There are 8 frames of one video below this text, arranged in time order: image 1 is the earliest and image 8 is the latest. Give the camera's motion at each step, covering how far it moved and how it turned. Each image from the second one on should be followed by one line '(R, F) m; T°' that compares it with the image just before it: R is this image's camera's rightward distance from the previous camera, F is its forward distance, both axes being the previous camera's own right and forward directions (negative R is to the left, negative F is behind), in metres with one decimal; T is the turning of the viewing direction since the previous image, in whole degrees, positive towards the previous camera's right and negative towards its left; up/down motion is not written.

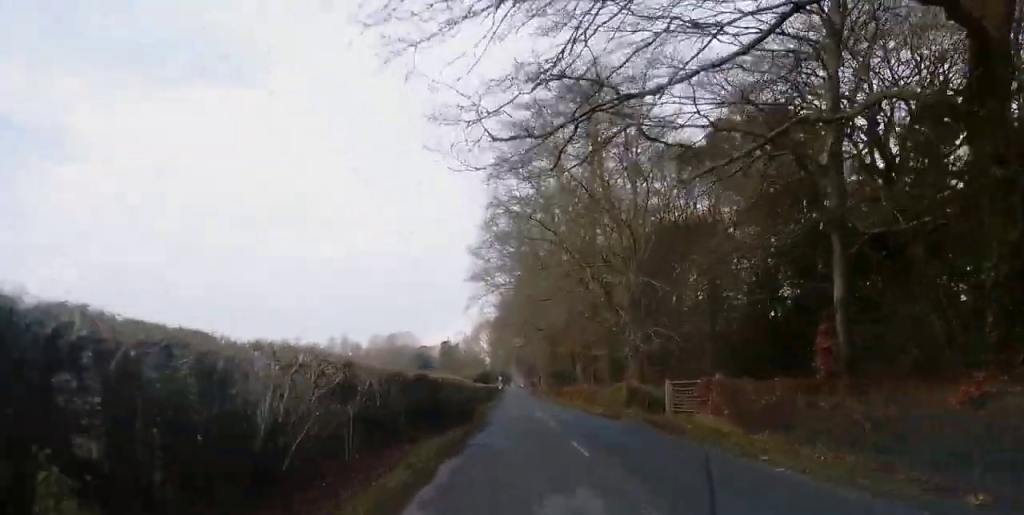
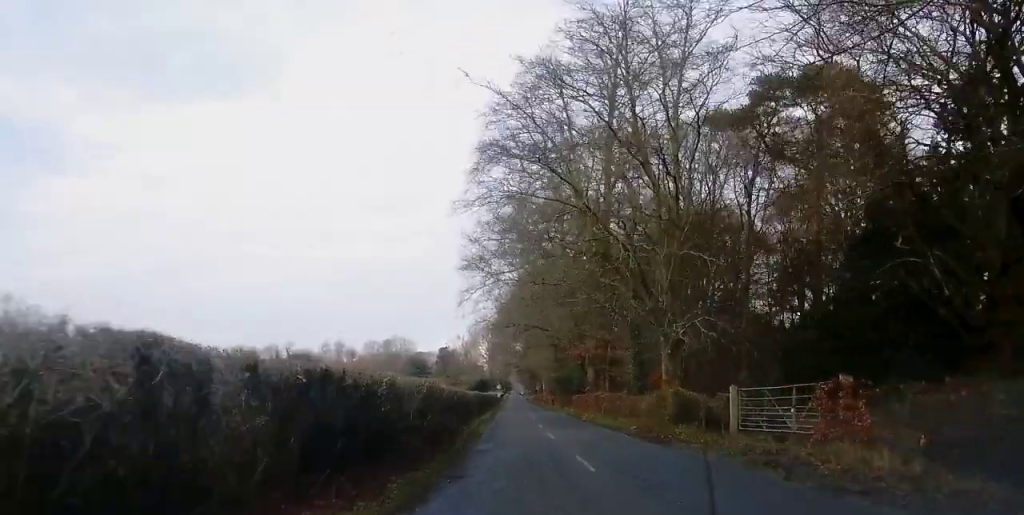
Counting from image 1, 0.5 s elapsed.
(0.0, +9.9) m; 0°
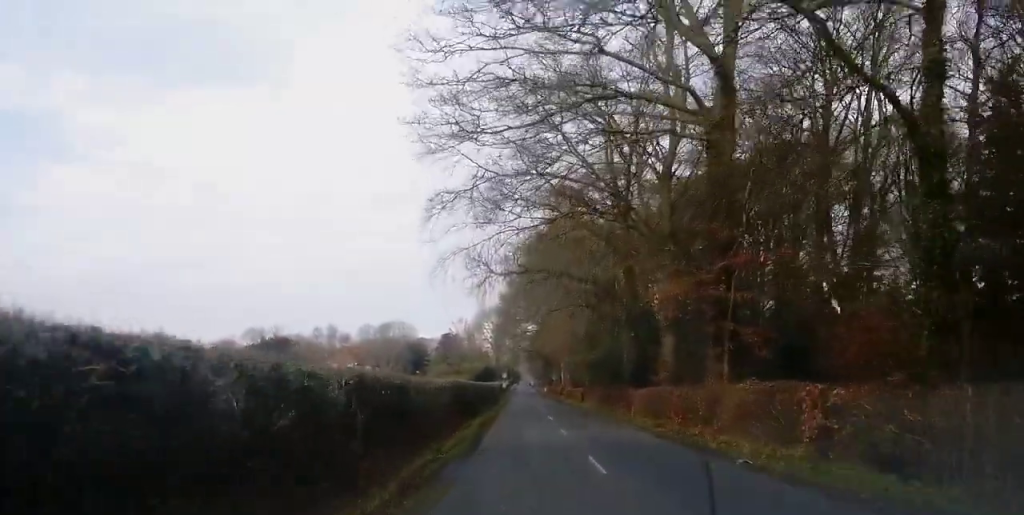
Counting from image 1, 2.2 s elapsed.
(+0.2, +27.8) m; -1°
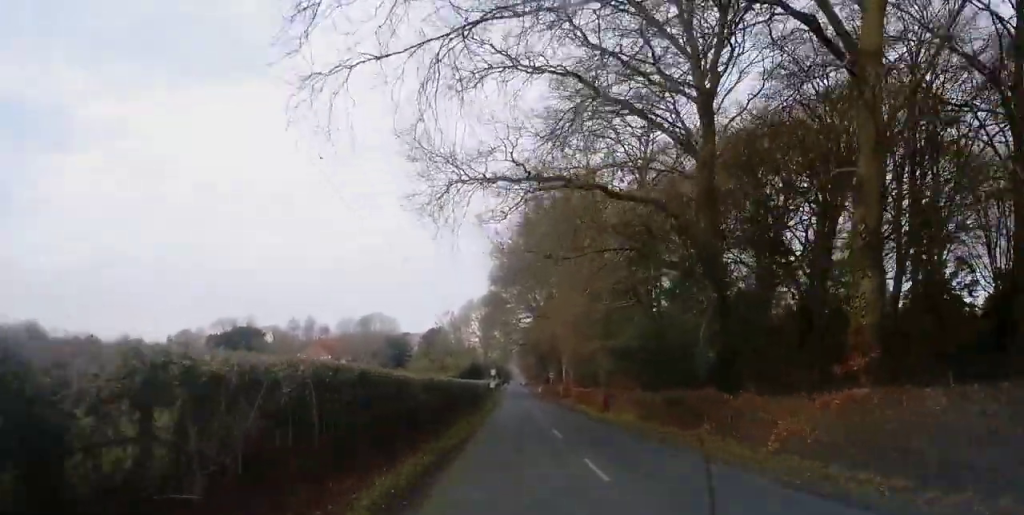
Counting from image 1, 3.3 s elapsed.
(-0.5, +19.2) m; -2°
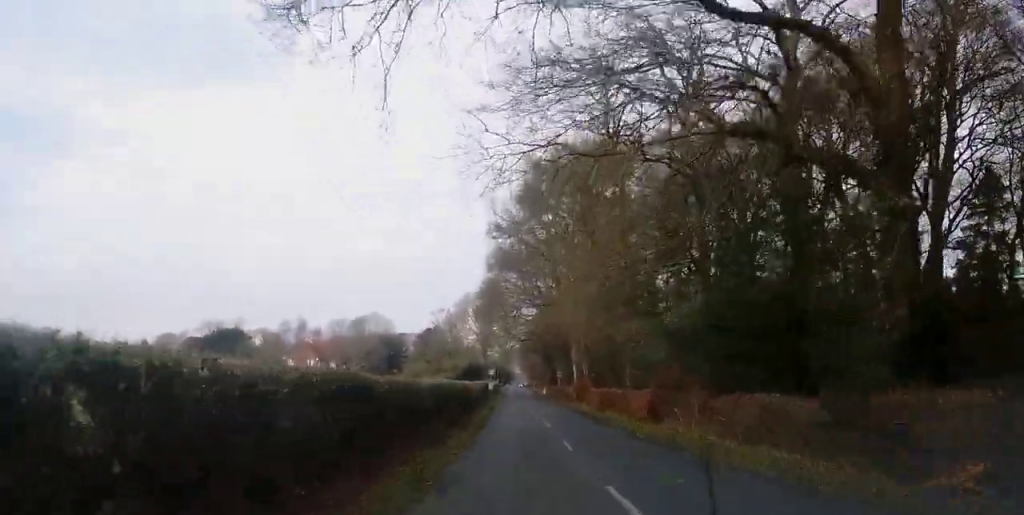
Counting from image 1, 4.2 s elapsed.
(-0.3, +12.6) m; +1°
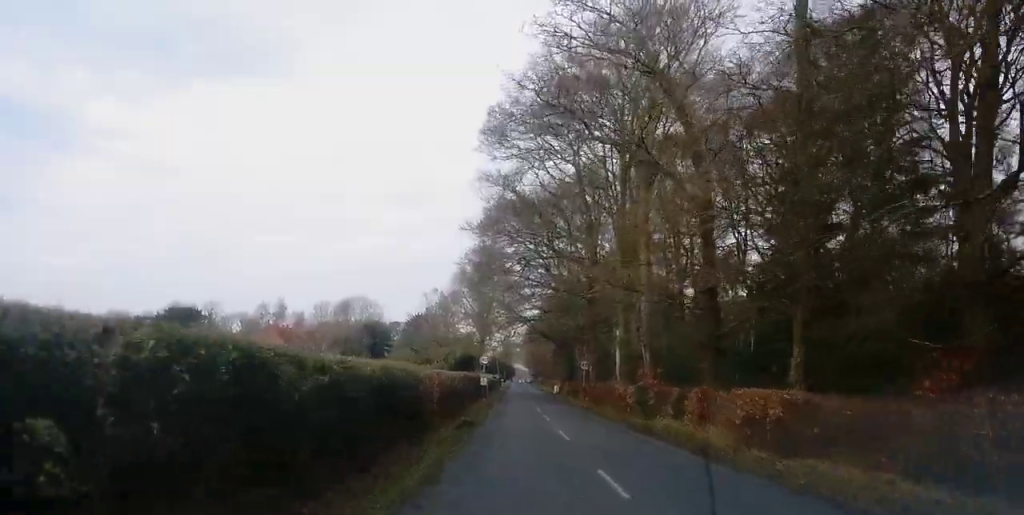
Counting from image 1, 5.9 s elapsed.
(+0.8, +25.3) m; +1°
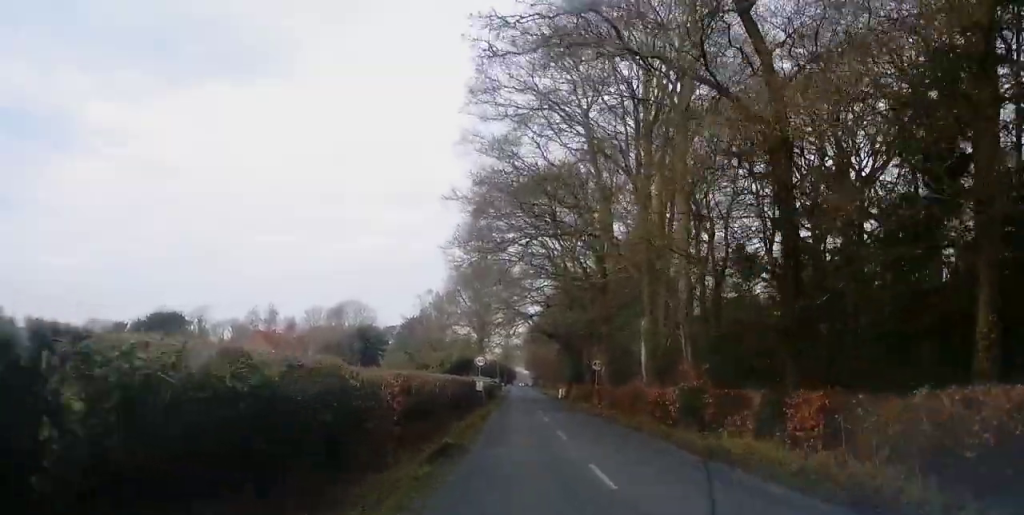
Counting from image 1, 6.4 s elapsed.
(-0.1, +8.0) m; 0°
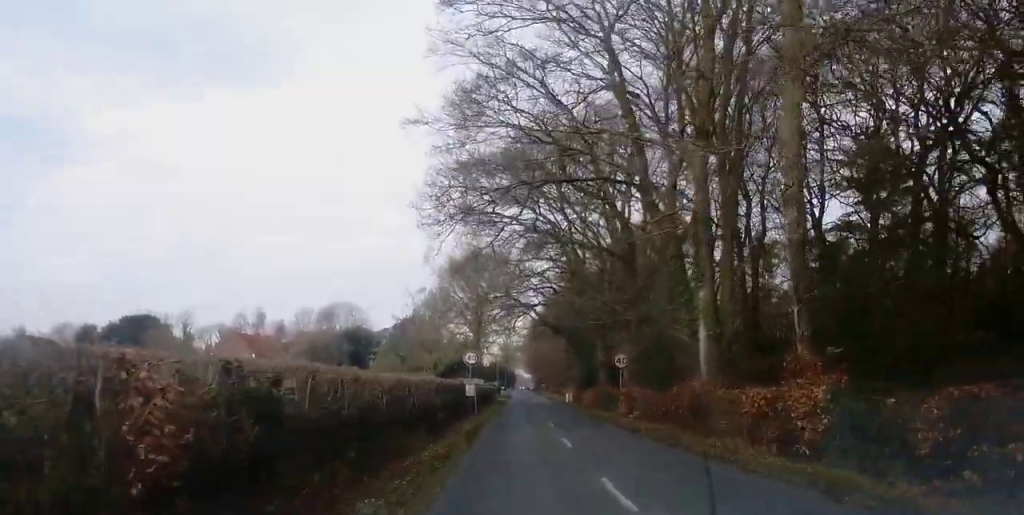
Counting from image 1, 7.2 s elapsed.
(0.0, +10.5) m; +1°
